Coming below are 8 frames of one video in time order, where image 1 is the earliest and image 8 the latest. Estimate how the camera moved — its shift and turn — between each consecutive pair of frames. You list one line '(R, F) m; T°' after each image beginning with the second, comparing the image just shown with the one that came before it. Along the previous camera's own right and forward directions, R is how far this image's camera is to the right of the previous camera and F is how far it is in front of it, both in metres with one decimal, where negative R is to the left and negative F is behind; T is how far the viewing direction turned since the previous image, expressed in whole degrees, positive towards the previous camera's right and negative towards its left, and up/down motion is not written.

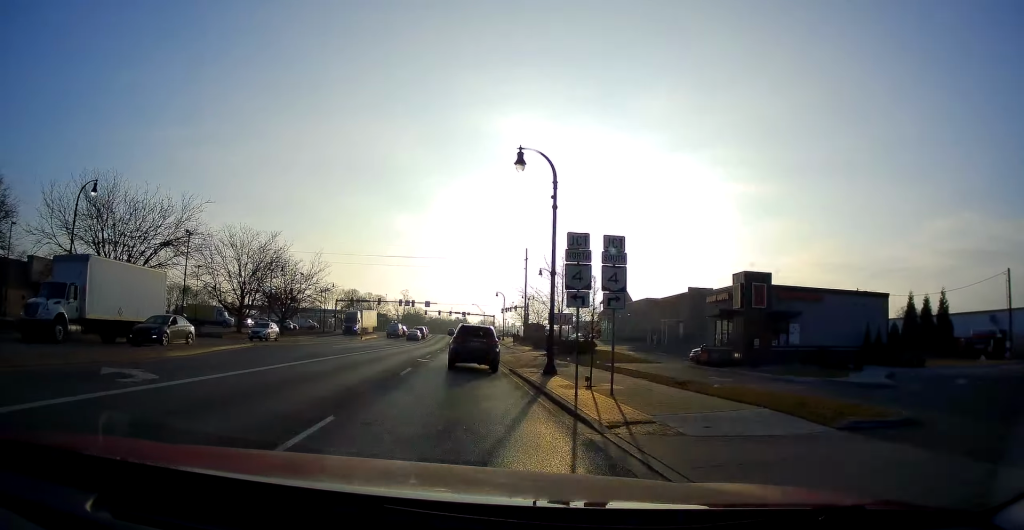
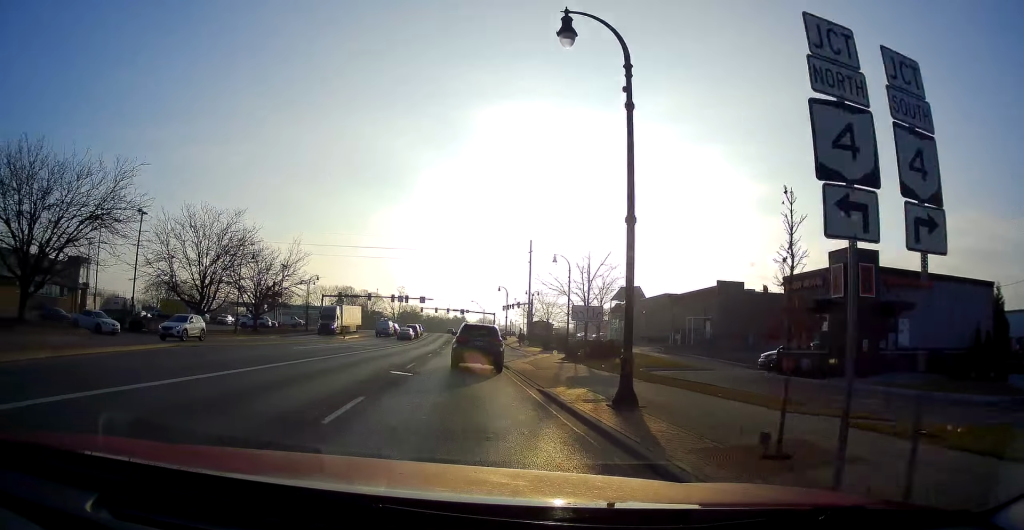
(-0.3, +9.7) m; -1°
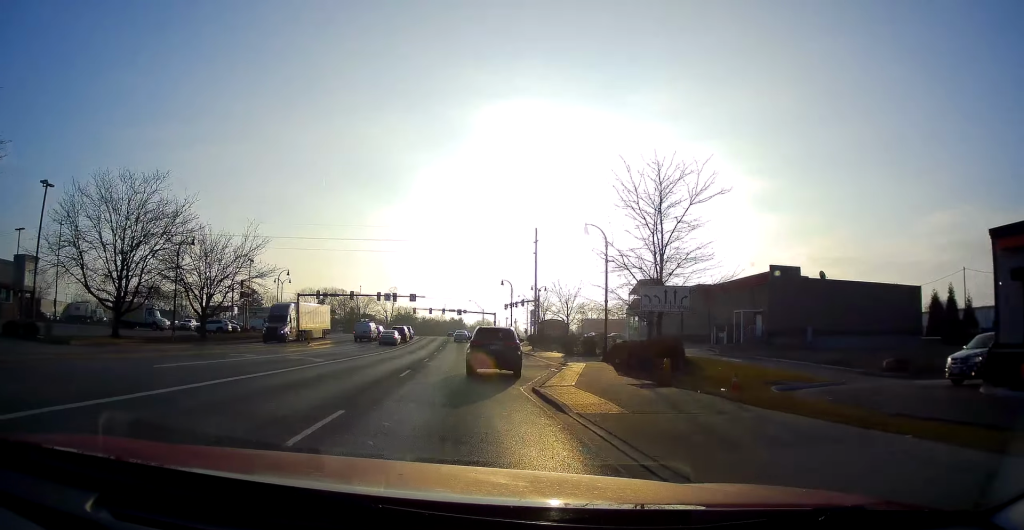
(-0.1, +13.6) m; +1°
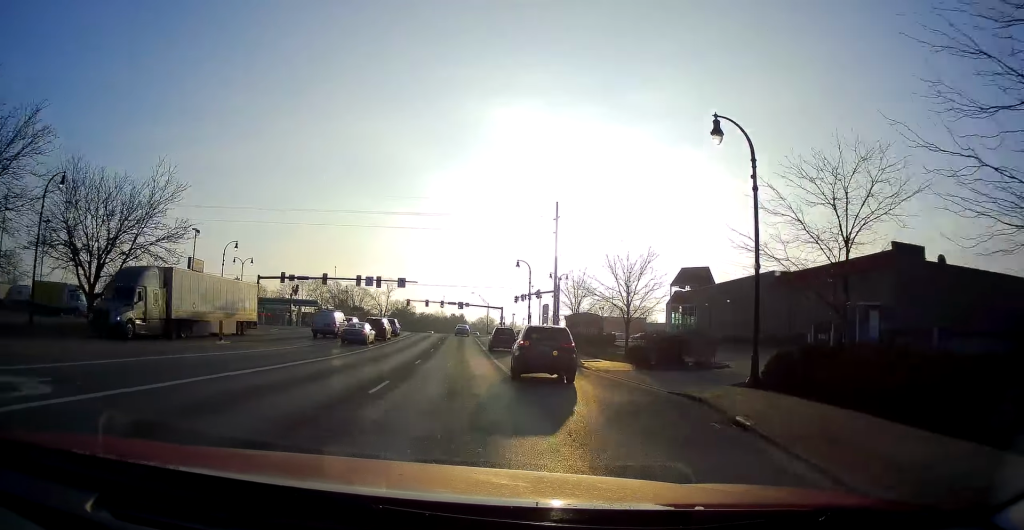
(+0.5, +18.4) m; +1°
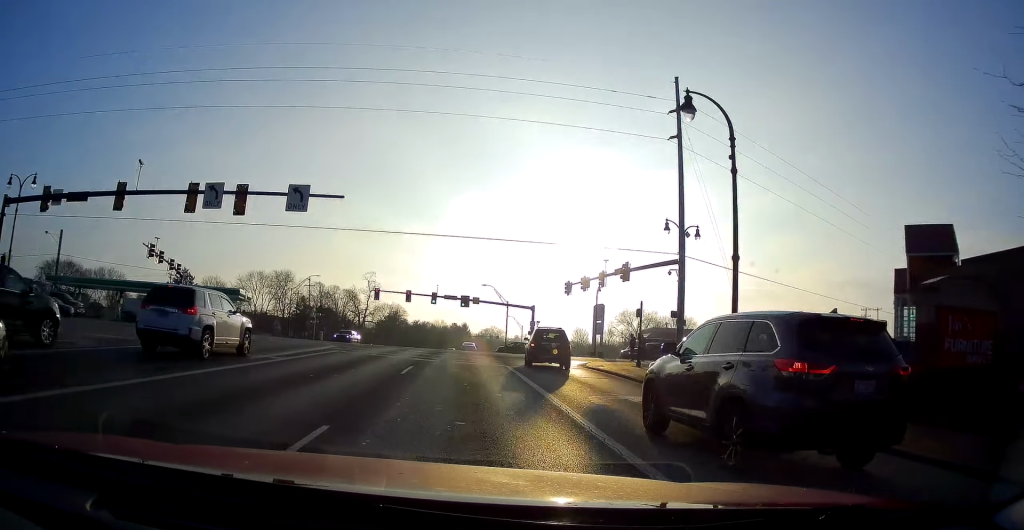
(-0.3, +44.0) m; -2°
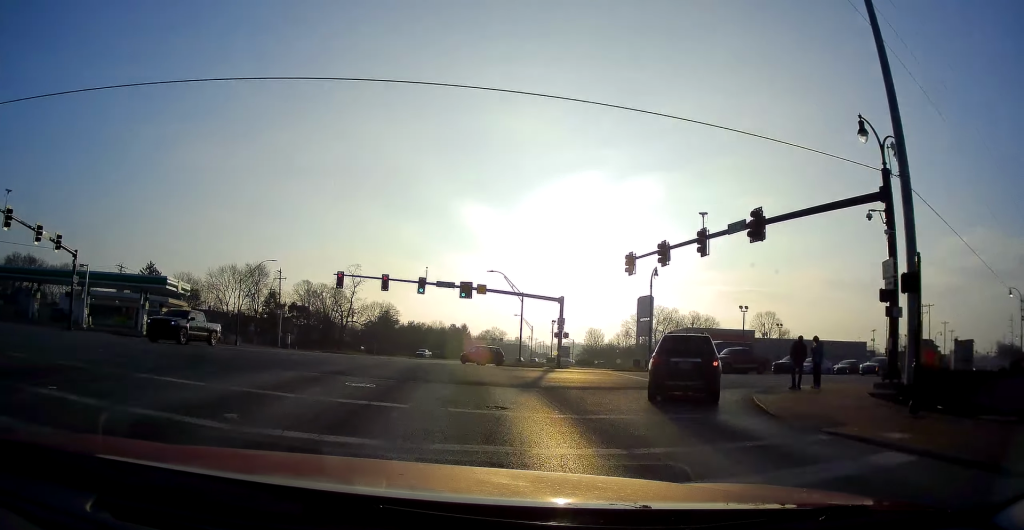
(-0.4, +19.5) m; 0°
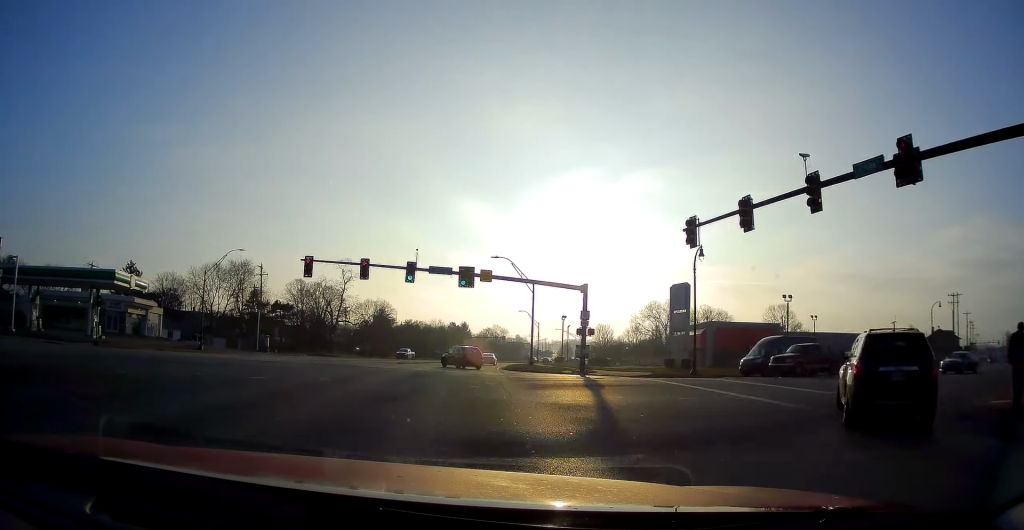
(+0.3, +9.5) m; +1°
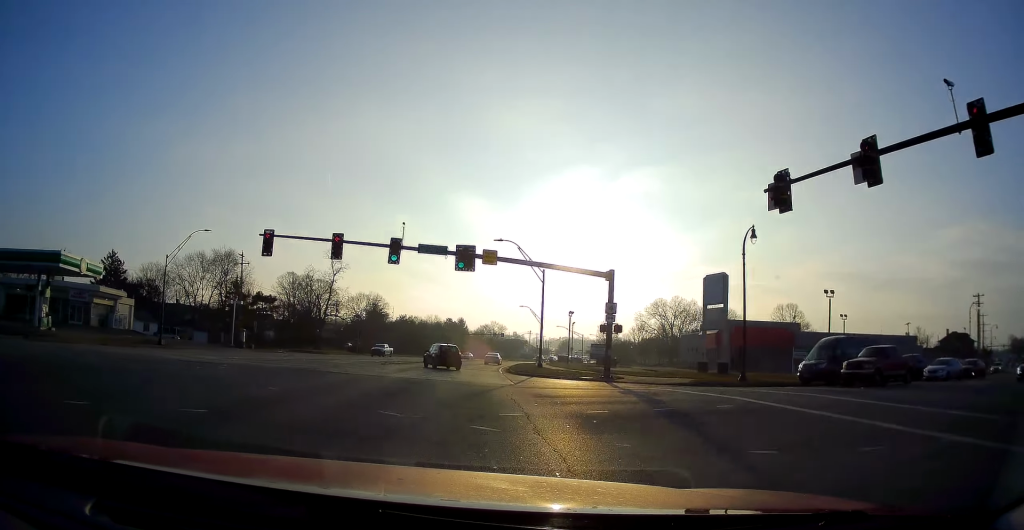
(+0.1, +7.6) m; 0°
